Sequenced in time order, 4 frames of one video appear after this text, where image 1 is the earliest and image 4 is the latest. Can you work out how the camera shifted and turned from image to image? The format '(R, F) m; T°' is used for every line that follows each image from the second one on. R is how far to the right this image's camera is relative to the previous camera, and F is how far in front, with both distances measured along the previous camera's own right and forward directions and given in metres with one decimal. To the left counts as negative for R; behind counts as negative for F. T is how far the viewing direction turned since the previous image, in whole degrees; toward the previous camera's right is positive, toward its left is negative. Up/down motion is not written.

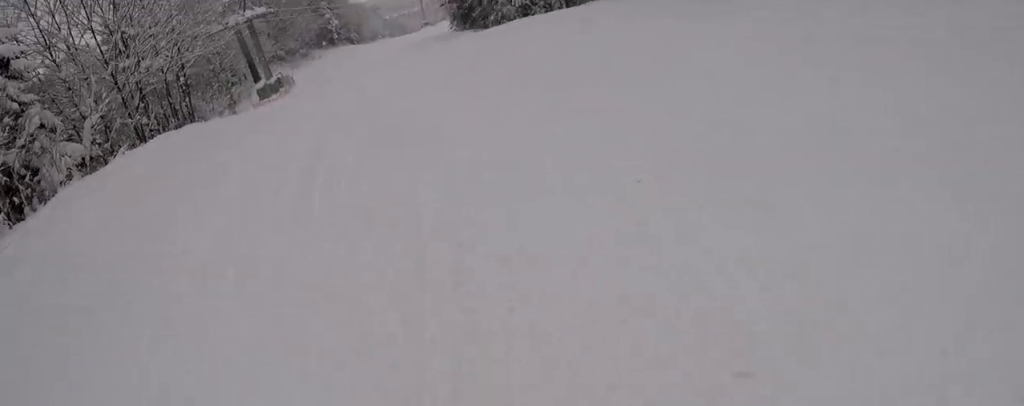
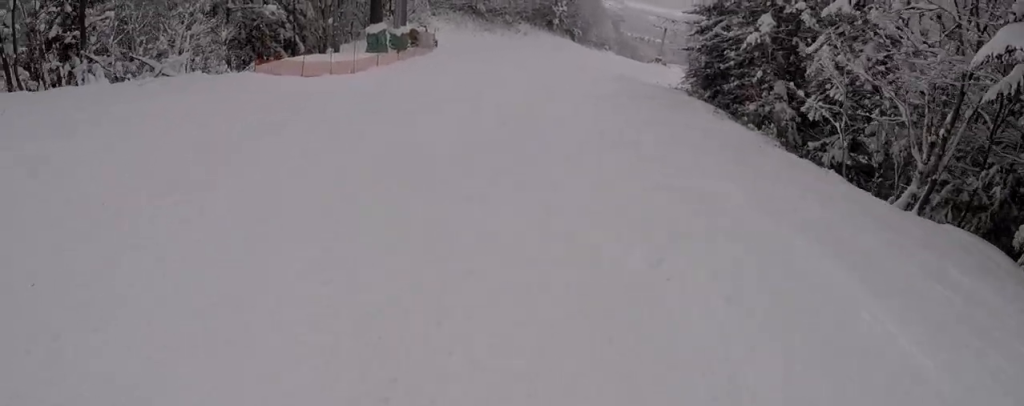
(-4.1, +23.1) m; -12°
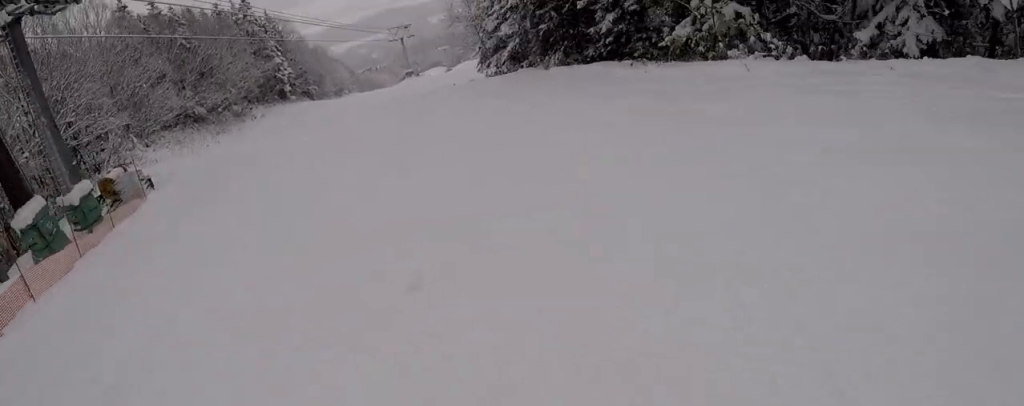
(+2.7, +17.5) m; +10°
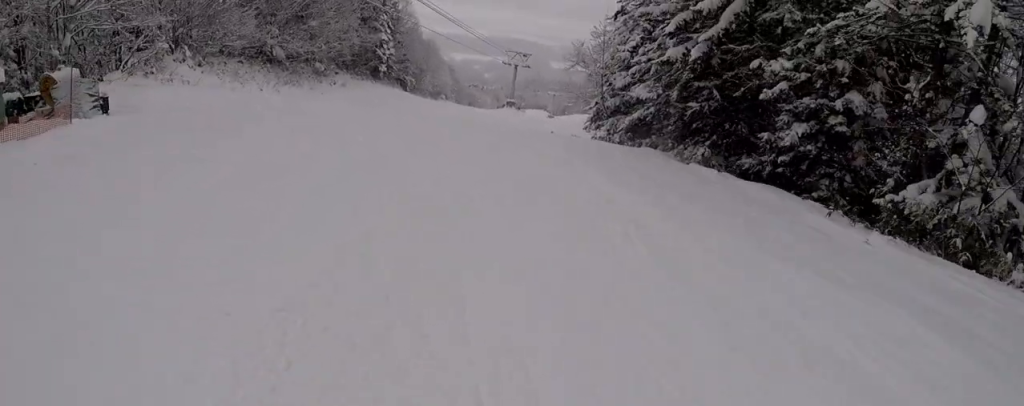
(-1.0, +8.1) m; -9°
